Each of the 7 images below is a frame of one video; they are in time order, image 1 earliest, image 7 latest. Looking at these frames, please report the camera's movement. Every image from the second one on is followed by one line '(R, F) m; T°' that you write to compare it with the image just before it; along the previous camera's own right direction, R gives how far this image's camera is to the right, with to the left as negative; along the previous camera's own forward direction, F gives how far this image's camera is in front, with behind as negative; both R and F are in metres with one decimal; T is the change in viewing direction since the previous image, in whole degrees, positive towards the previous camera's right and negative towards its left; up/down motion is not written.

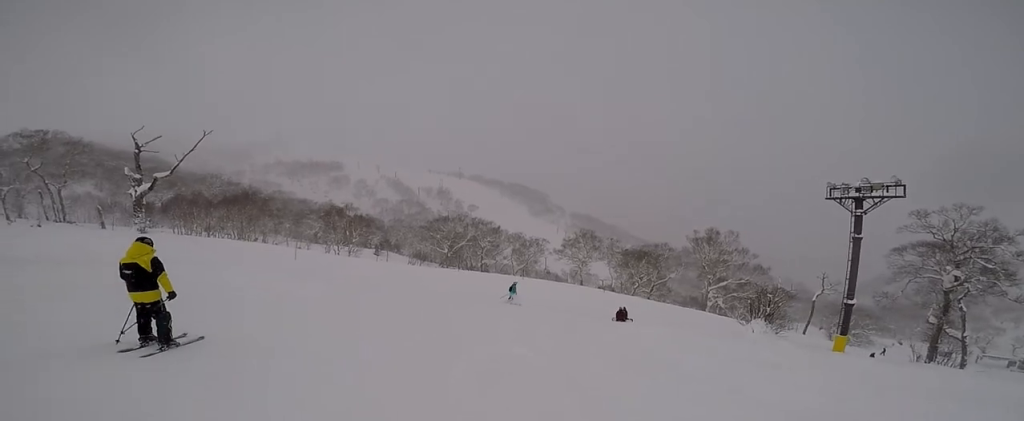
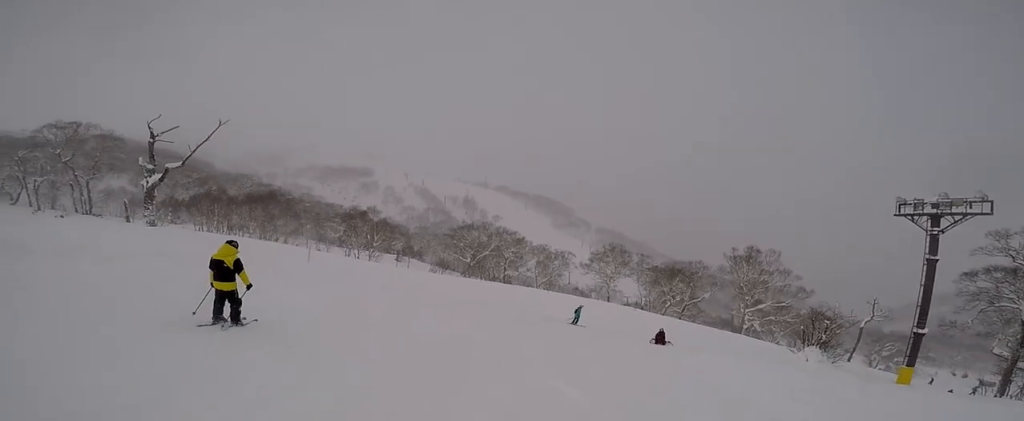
(0.0, +2.5) m; -10°
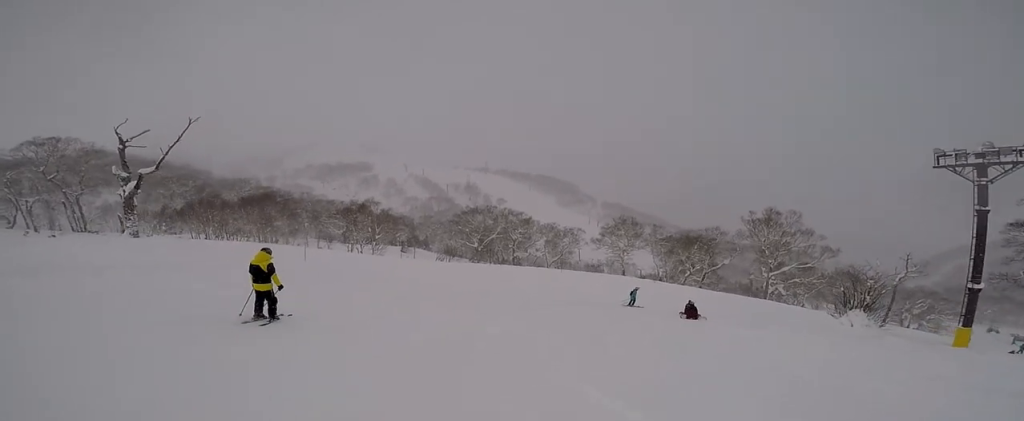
(+0.1, +1.7) m; -6°
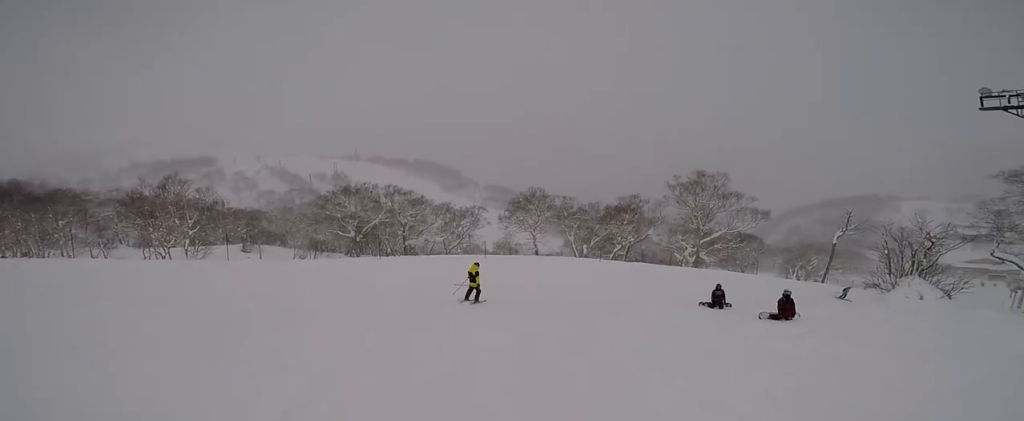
(+1.6, +11.2) m; +12°
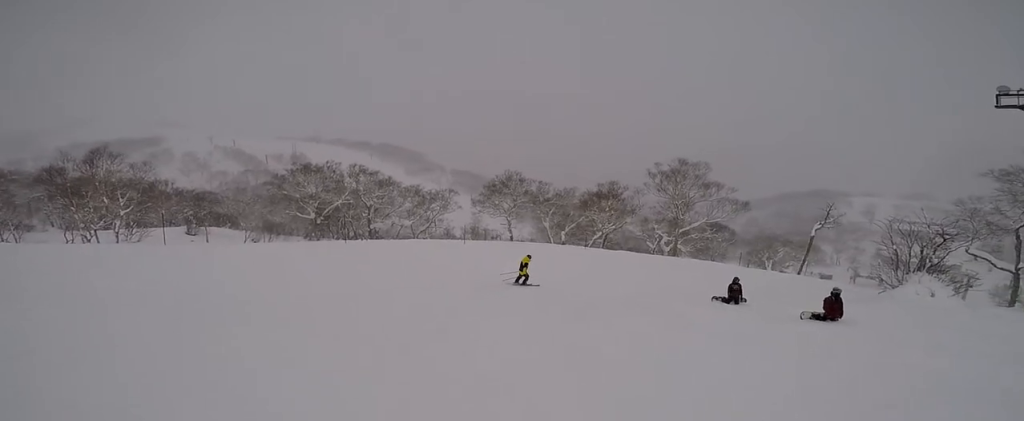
(0.0, +3.2) m; -6°
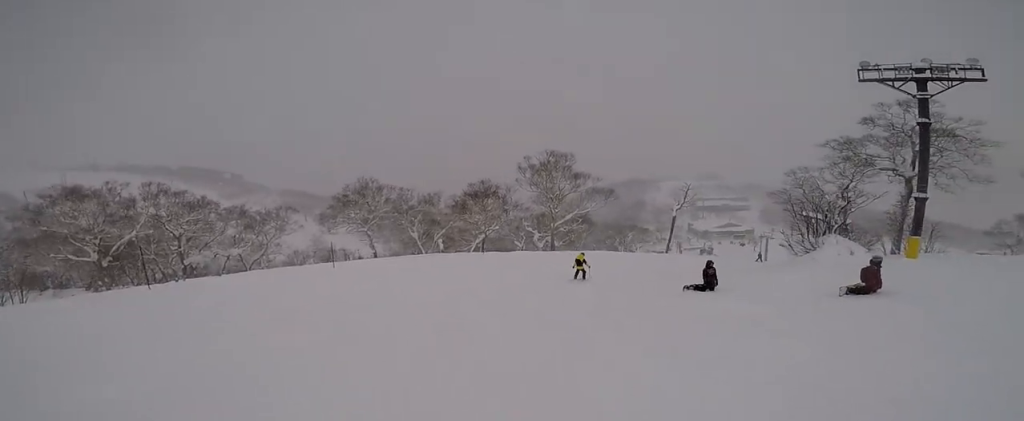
(0.0, +6.7) m; +20°
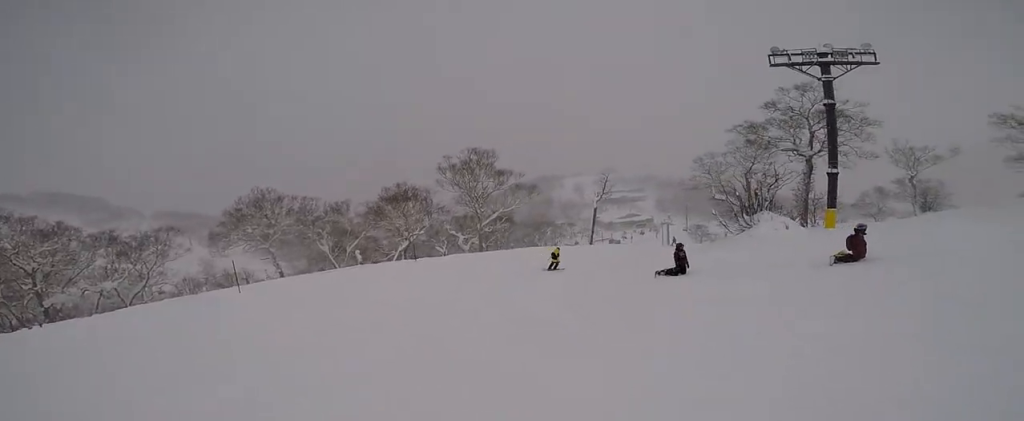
(+0.3, +2.6) m; +14°
